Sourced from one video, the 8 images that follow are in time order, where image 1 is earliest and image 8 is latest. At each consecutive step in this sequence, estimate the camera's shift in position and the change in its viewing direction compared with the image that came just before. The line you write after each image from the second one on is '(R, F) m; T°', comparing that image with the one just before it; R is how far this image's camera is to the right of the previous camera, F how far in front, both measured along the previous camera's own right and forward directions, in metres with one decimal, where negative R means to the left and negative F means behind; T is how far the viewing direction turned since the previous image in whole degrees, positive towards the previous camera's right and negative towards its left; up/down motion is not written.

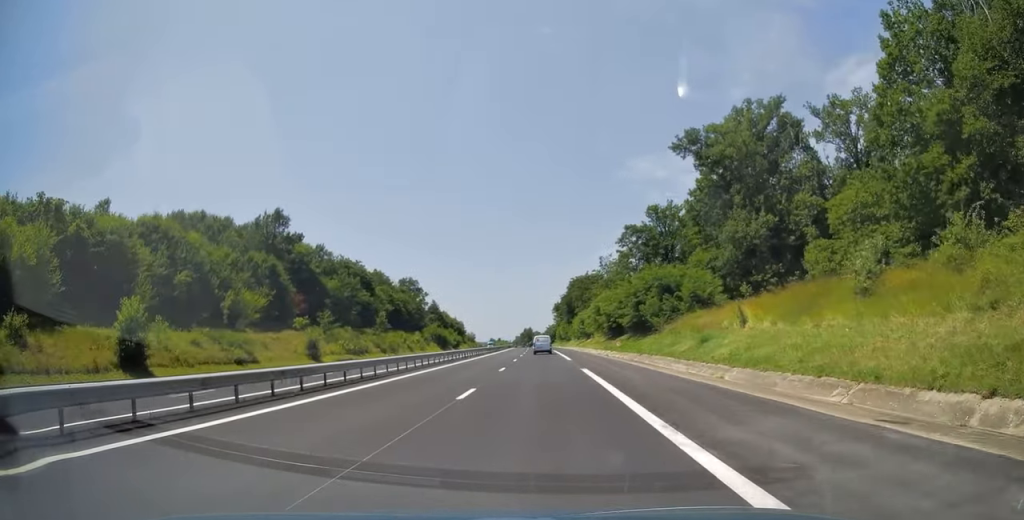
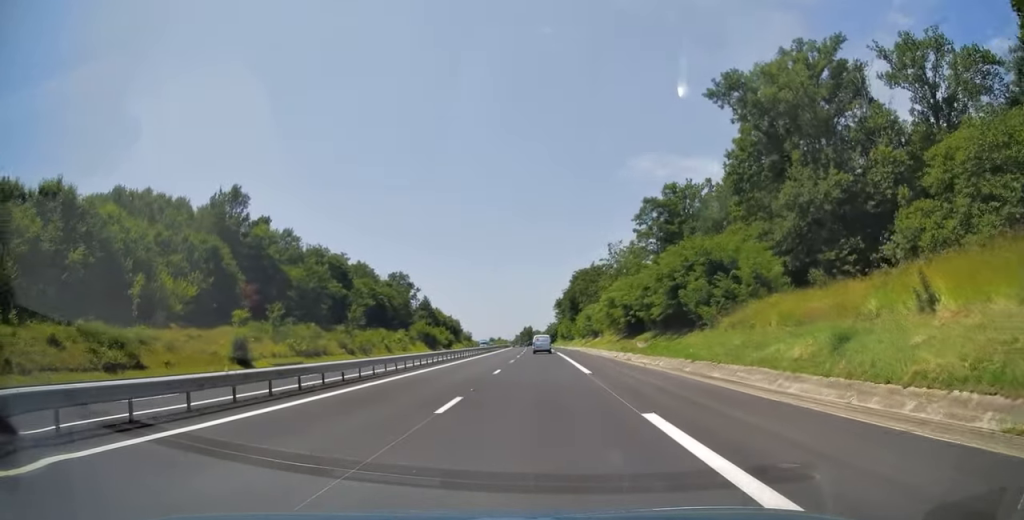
(-0.1, +16.2) m; 0°
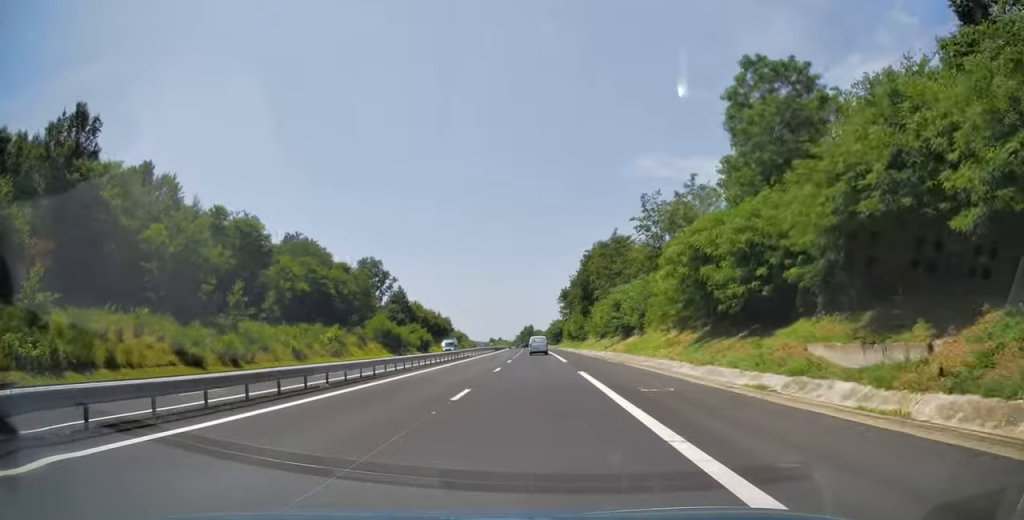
(-0.1, +37.2) m; 0°
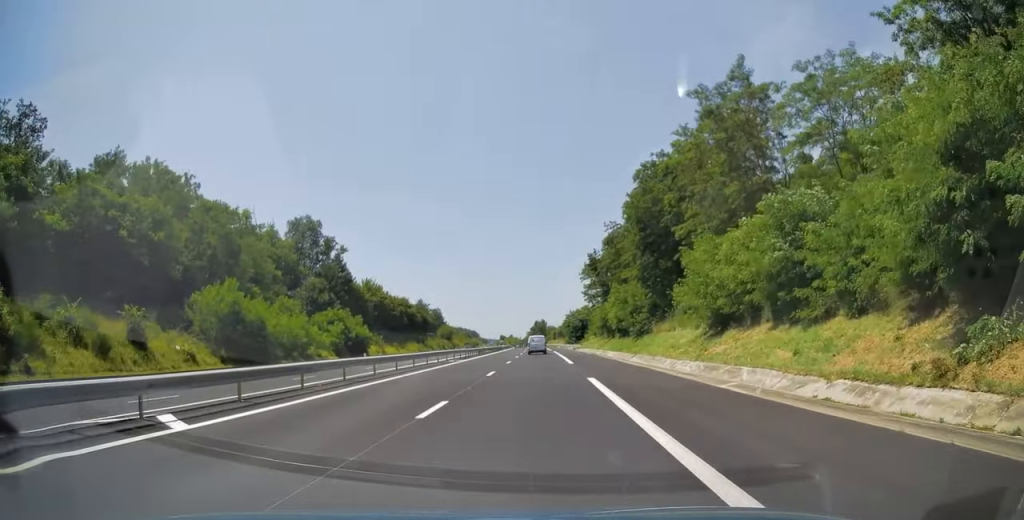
(+0.1, +56.5) m; -1°
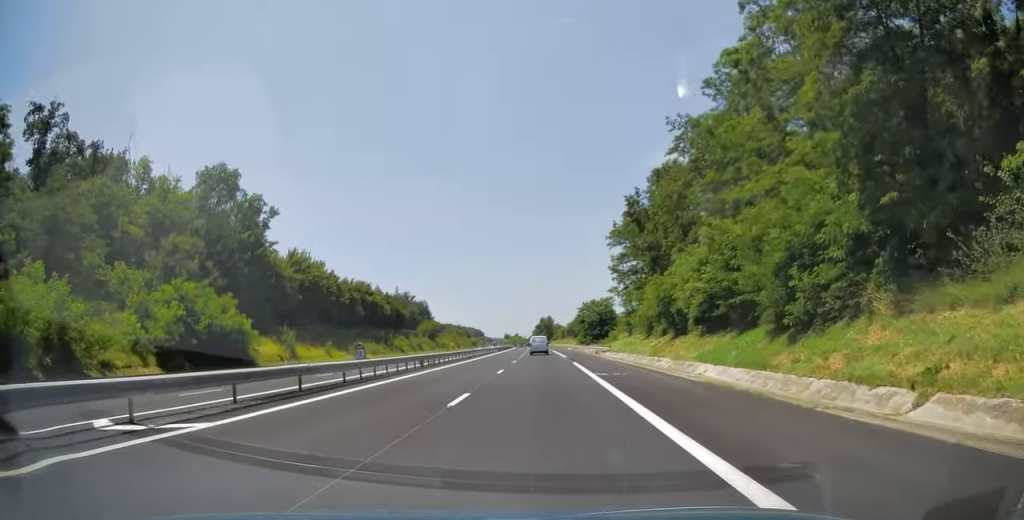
(-0.6, +36.6) m; -1°
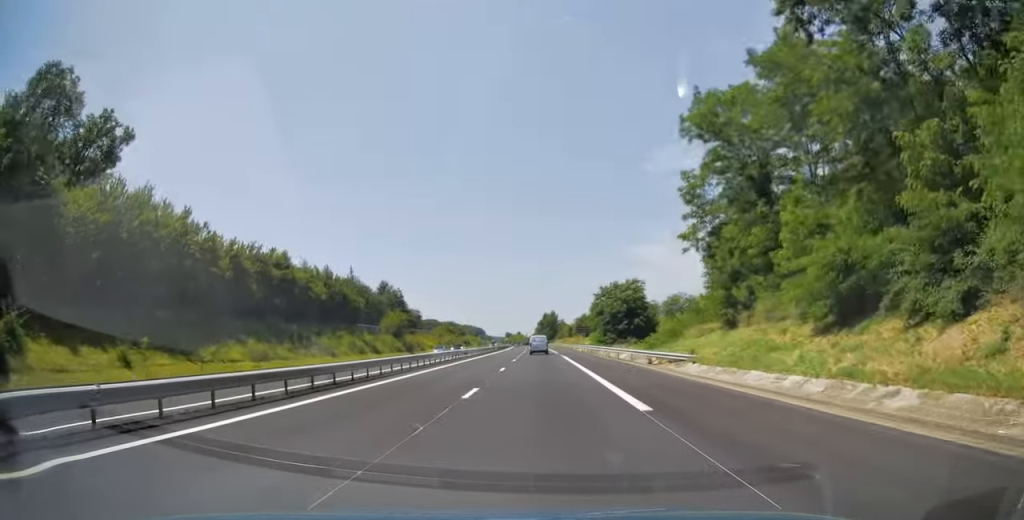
(-0.2, +37.2) m; 0°
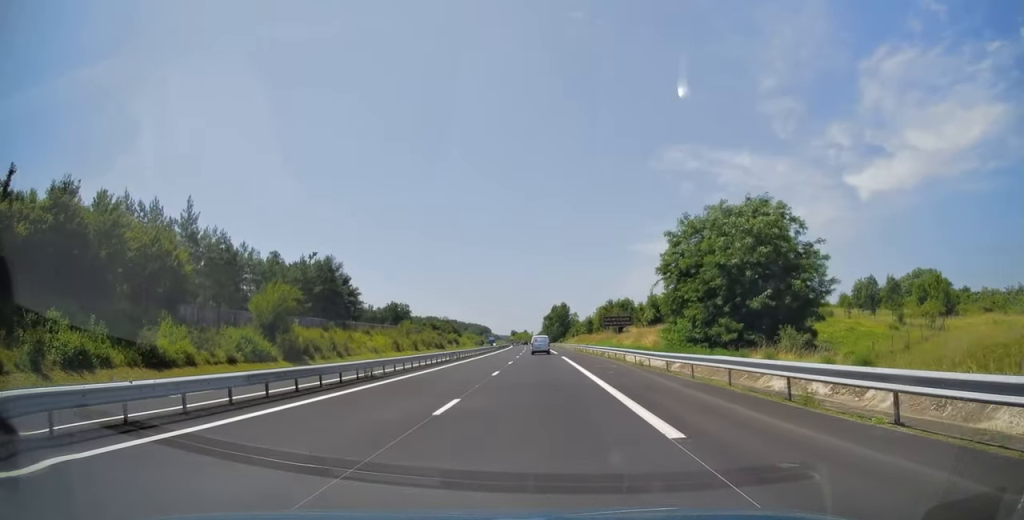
(-0.1, +55.0) m; 0°
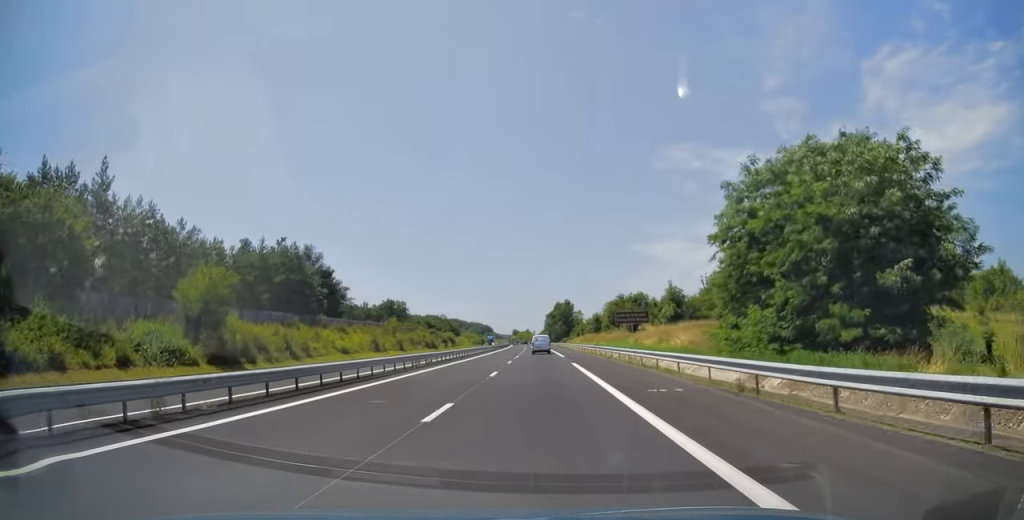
(0.0, +14.0) m; 0°
